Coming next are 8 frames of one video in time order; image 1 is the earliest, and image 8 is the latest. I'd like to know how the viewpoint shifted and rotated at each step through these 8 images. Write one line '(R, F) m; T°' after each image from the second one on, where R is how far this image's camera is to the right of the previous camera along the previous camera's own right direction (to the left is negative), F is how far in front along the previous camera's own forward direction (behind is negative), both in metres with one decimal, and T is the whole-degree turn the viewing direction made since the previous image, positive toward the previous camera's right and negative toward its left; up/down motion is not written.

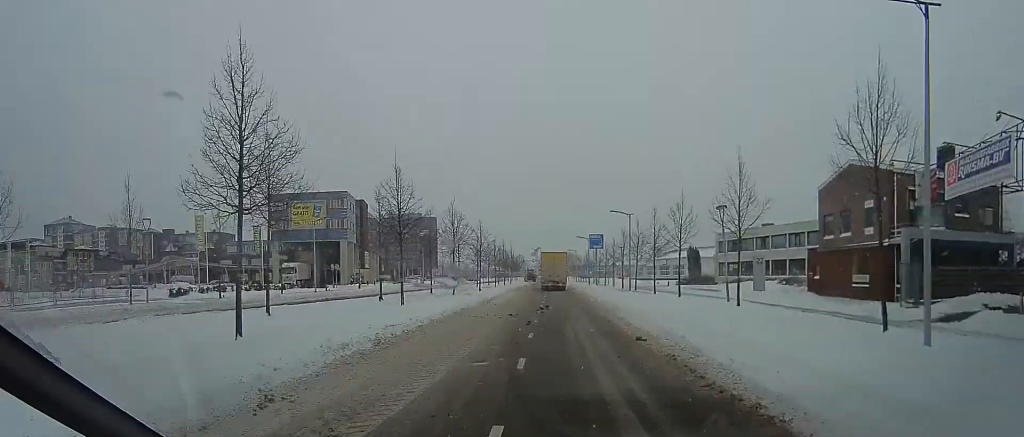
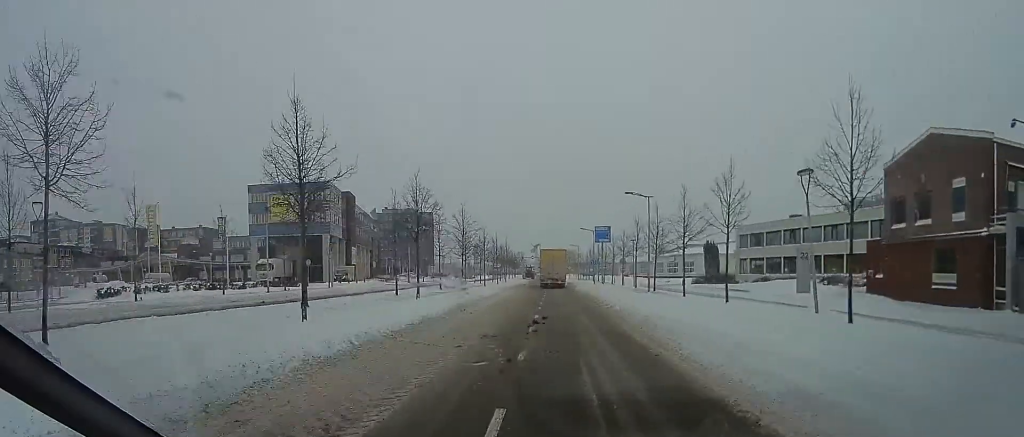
(0.0, +7.9) m; 0°
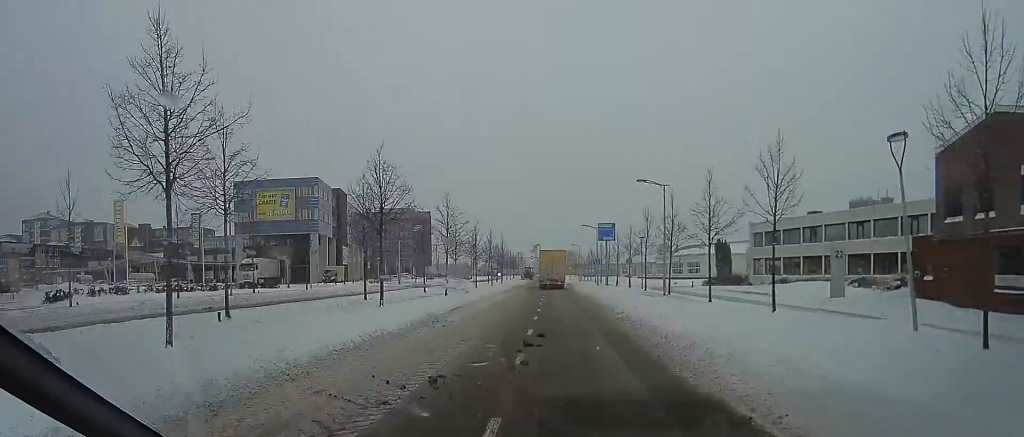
(0.0, +4.7) m; 0°
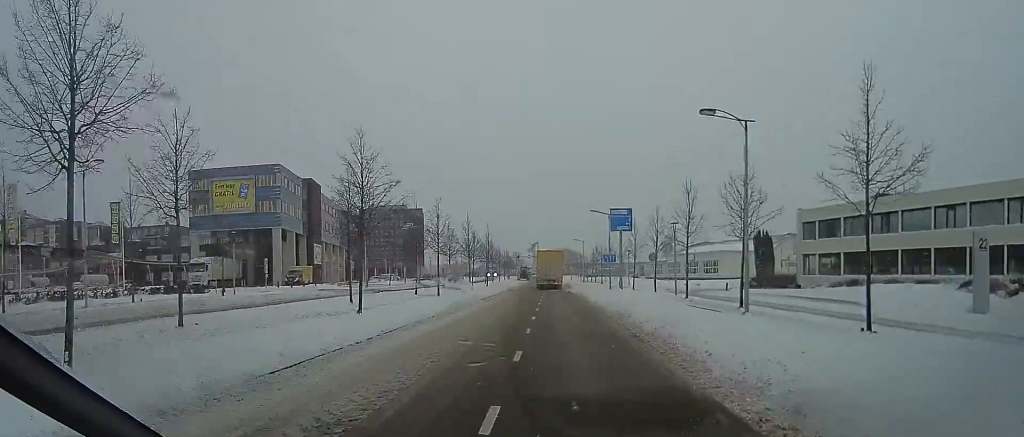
(0.0, +12.5) m; 0°
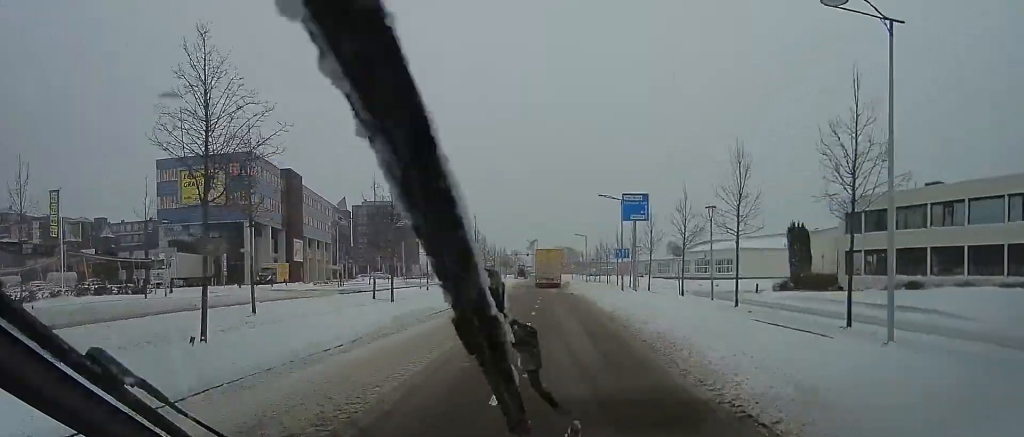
(0.0, +7.5) m; 0°
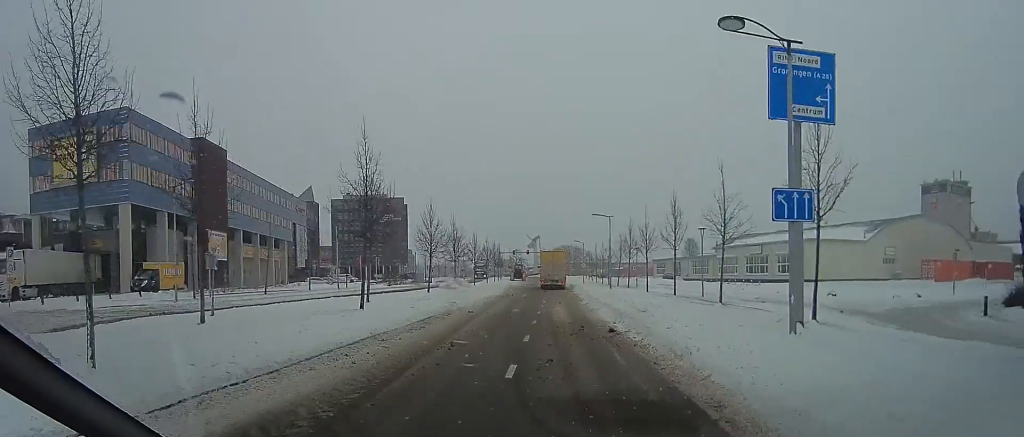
(0.0, +24.0) m; 0°
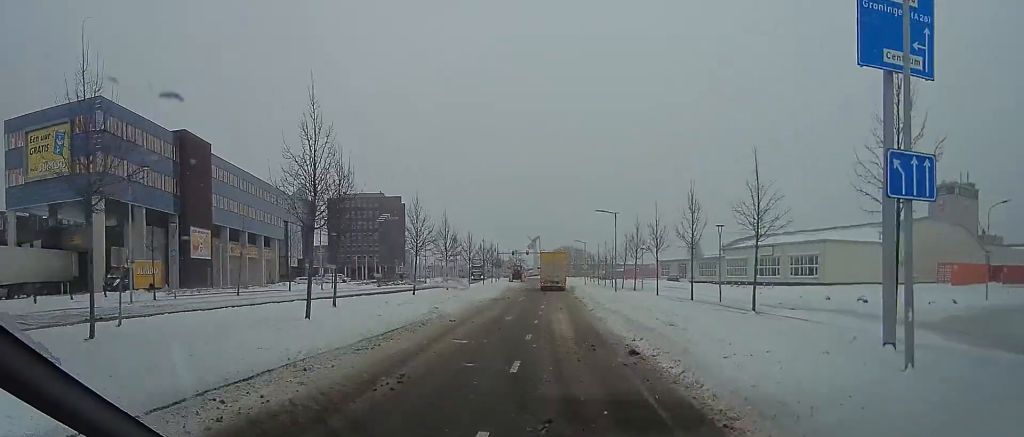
(0.0, +3.7) m; 0°
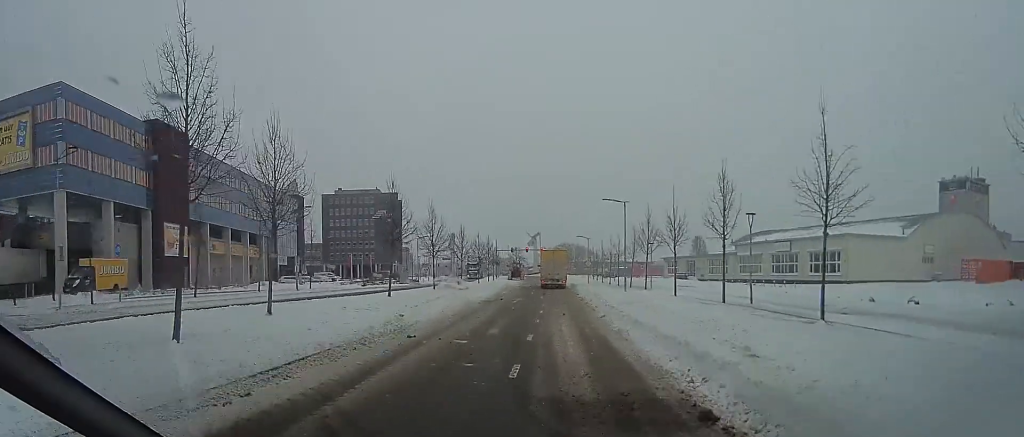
(0.0, +4.7) m; 0°
